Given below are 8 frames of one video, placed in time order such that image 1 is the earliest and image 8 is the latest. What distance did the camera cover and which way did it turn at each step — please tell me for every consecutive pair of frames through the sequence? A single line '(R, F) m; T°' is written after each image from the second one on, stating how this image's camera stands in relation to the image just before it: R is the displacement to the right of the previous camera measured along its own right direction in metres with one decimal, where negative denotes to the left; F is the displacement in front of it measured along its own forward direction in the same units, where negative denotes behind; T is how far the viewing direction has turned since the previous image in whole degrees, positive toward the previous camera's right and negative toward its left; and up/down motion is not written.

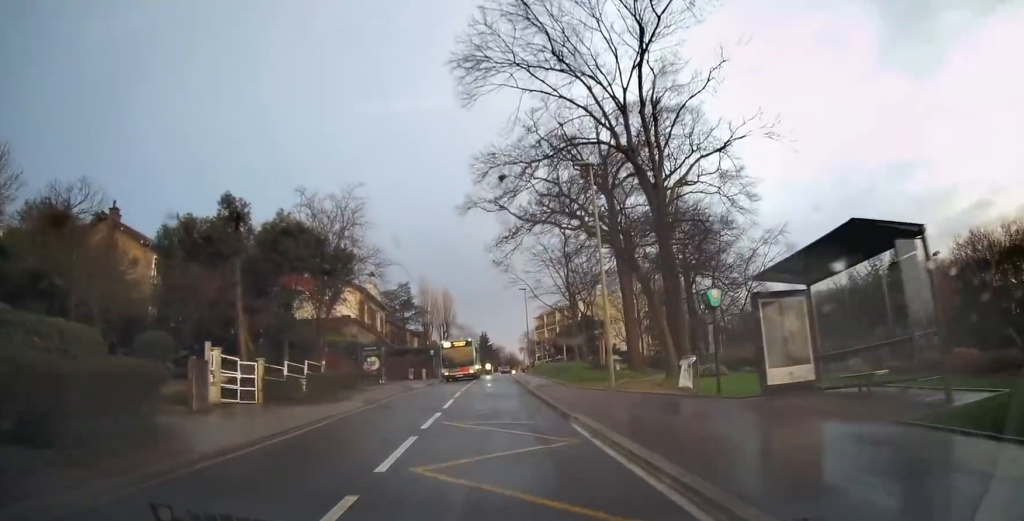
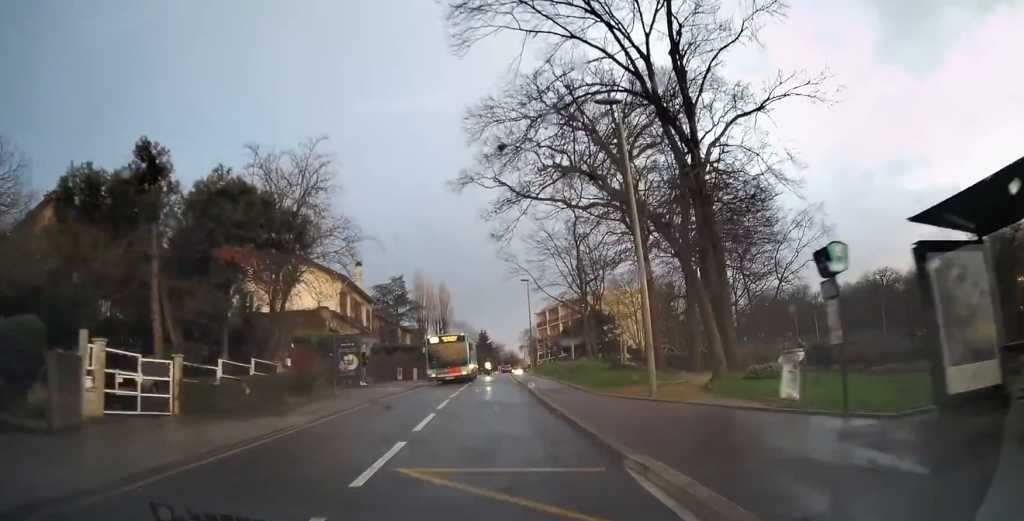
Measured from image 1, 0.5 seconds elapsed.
(0.0, +3.9) m; +1°
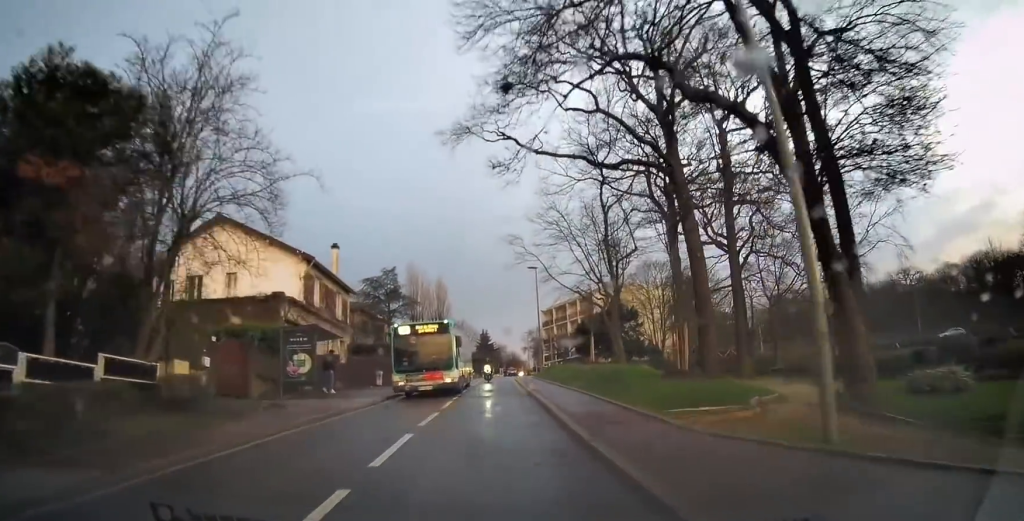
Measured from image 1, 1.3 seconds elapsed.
(+0.1, +6.4) m; +1°
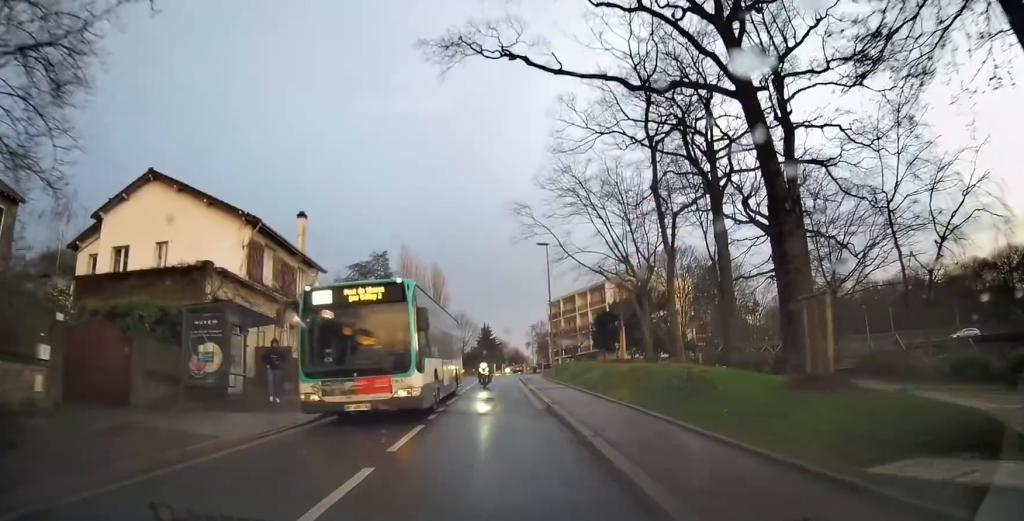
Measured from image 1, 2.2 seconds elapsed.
(0.0, +7.0) m; 0°
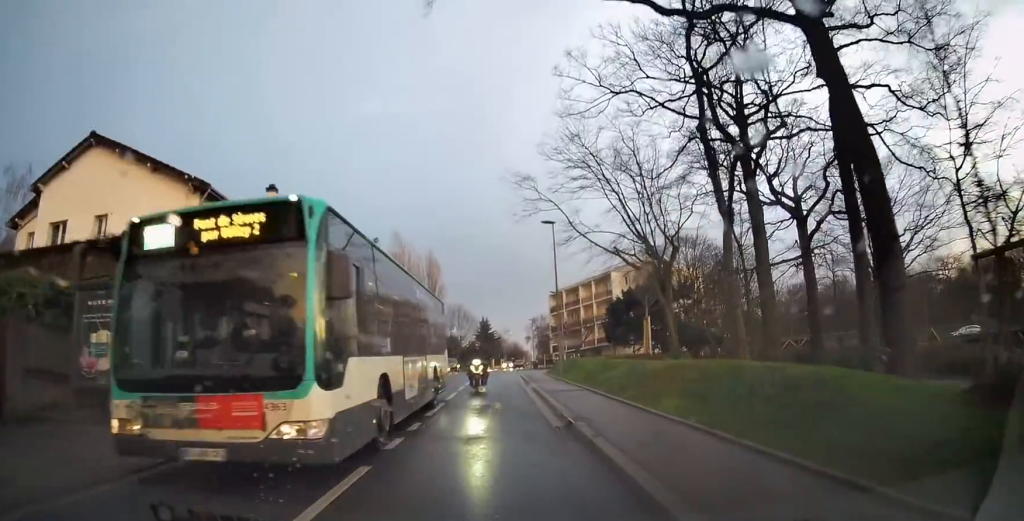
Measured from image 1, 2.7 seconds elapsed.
(0.0, +4.7) m; 0°
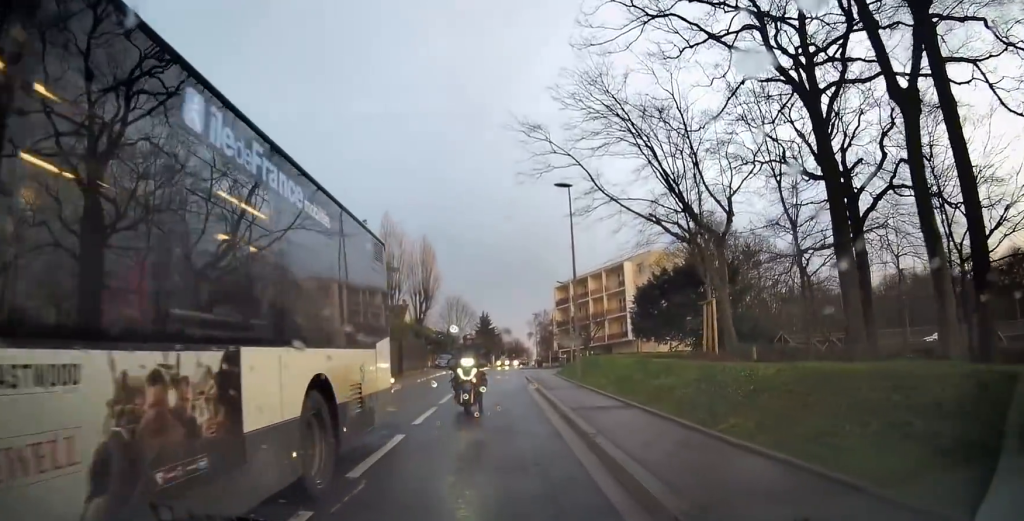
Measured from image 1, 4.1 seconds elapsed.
(-0.1, +10.5) m; -1°
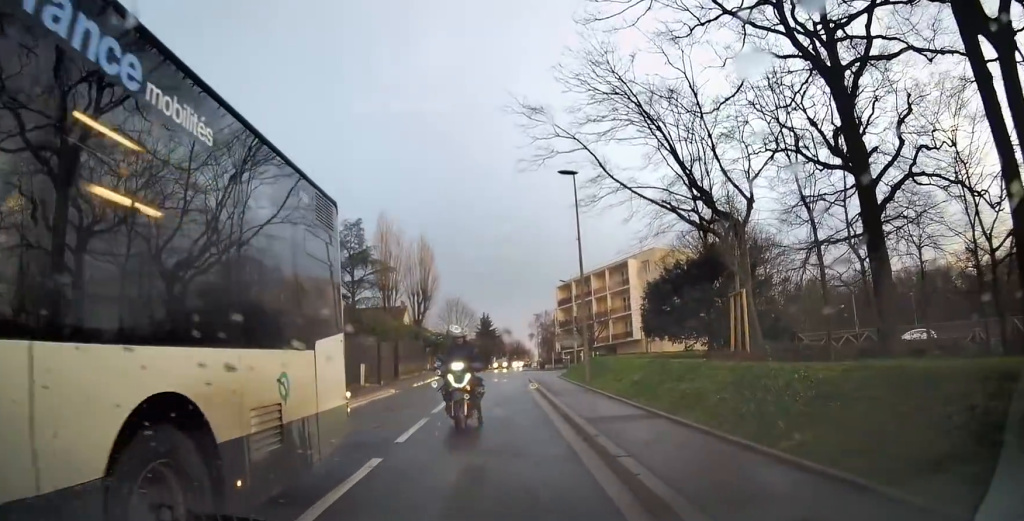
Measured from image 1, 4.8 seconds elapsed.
(-0.1, +4.8) m; -1°
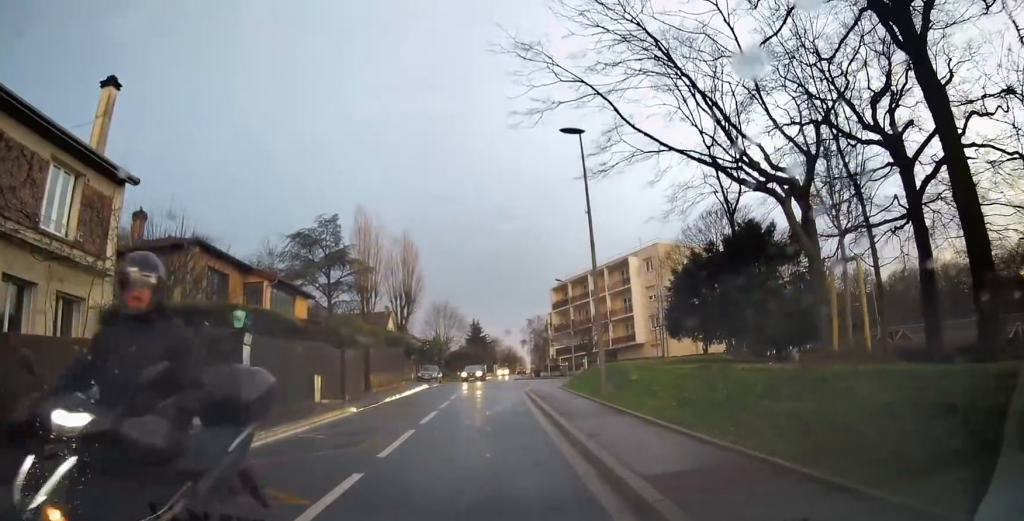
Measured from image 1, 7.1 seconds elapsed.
(0.0, +9.6) m; +3°
